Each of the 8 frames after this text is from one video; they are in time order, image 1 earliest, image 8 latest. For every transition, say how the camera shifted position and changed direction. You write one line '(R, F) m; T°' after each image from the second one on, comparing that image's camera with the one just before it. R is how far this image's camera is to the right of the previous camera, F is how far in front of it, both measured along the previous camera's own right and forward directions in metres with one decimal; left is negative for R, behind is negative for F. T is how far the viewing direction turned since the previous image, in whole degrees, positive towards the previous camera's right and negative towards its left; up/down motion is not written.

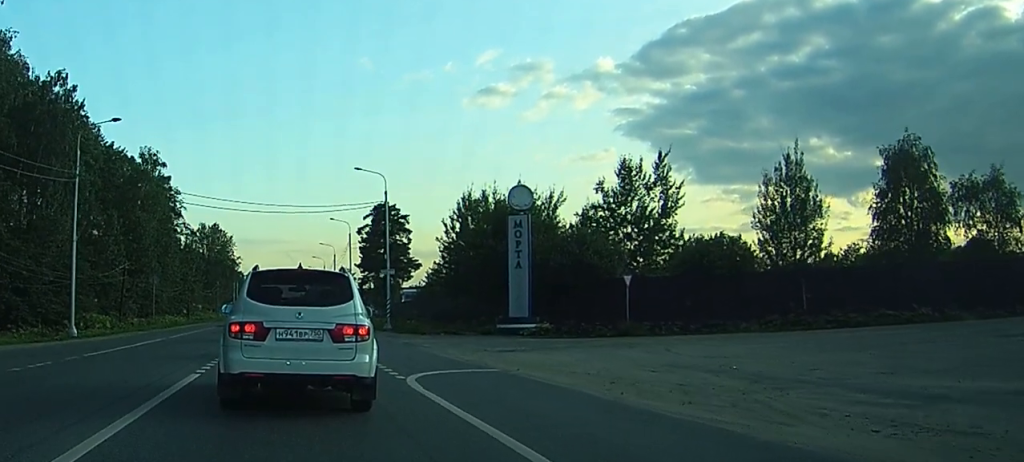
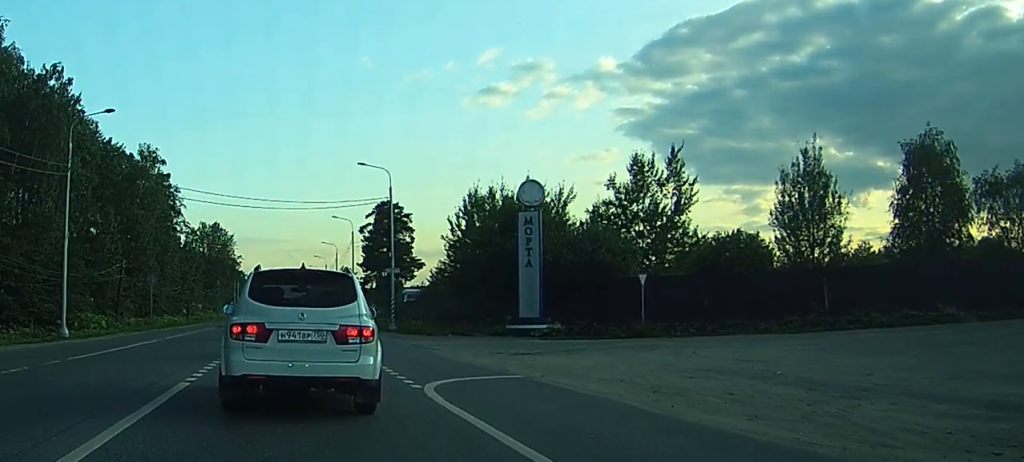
(-0.1, +2.2) m; -1°
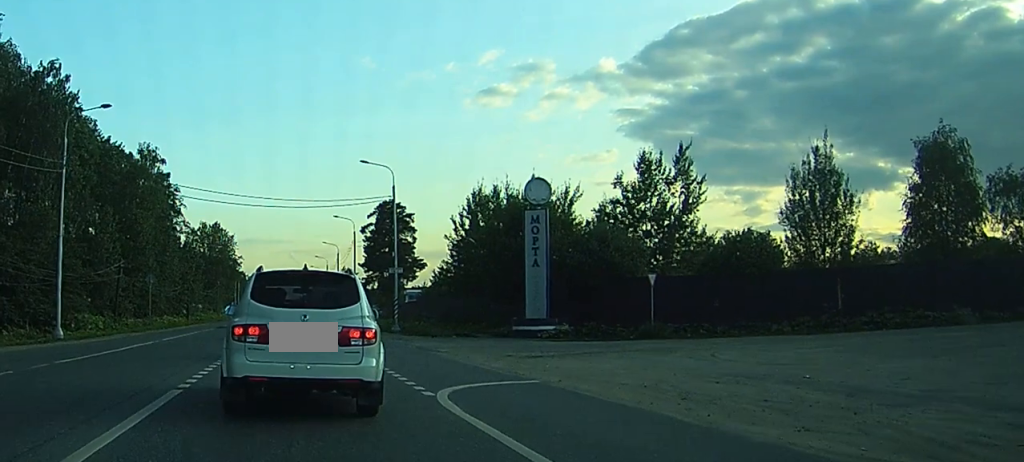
(-0.1, +1.3) m; 0°
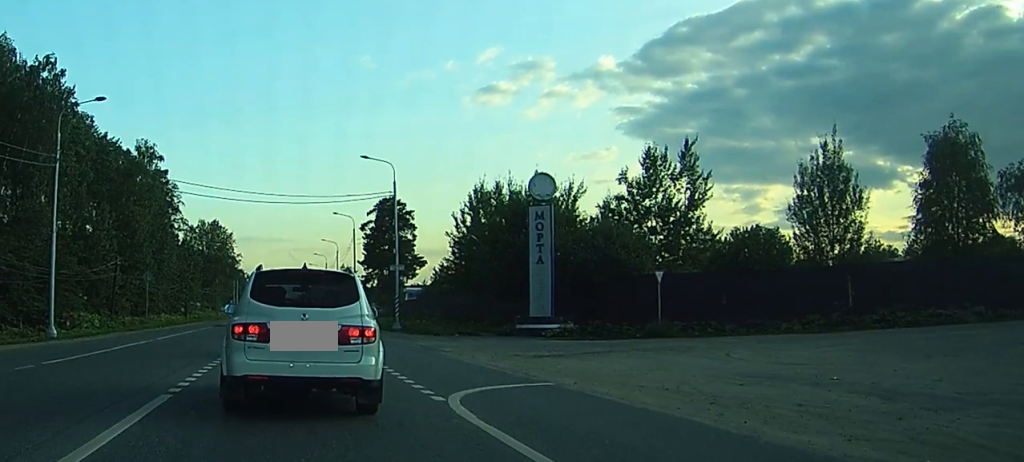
(0.0, +1.2) m; 0°
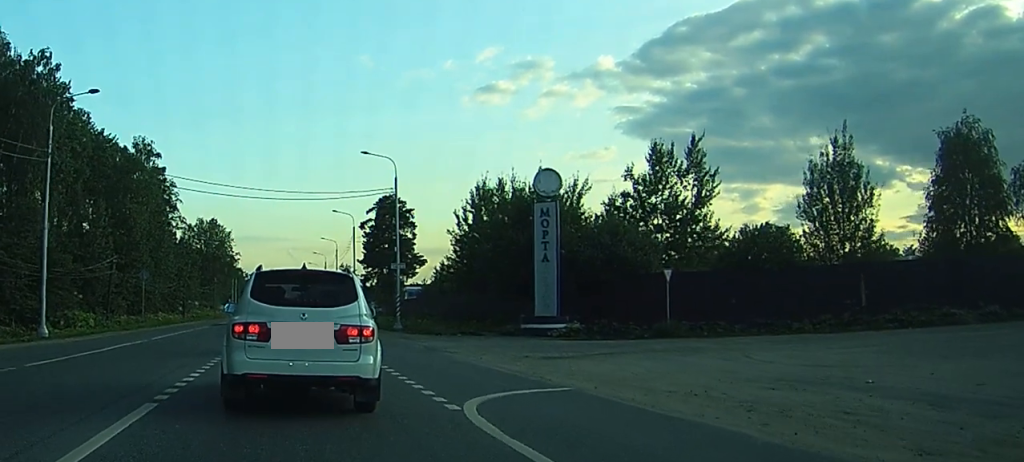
(+0.1, +1.4) m; 0°
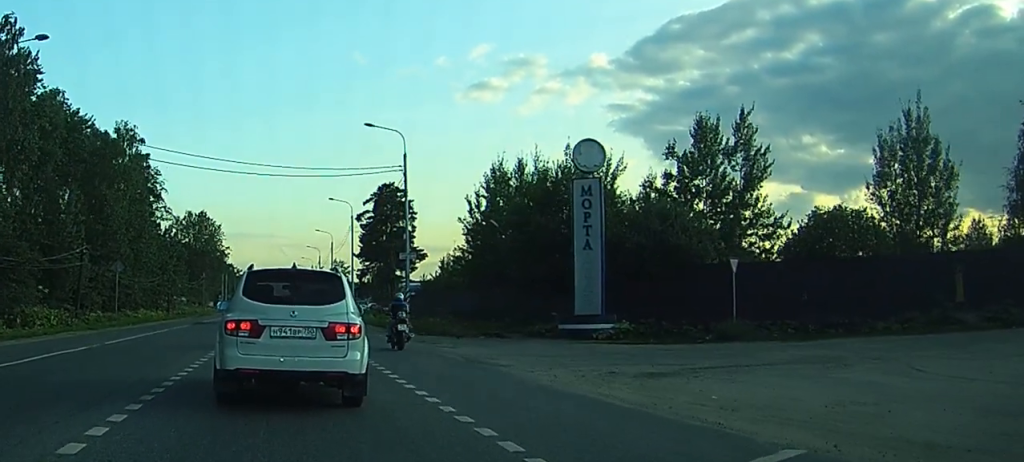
(-0.2, +7.7) m; +1°
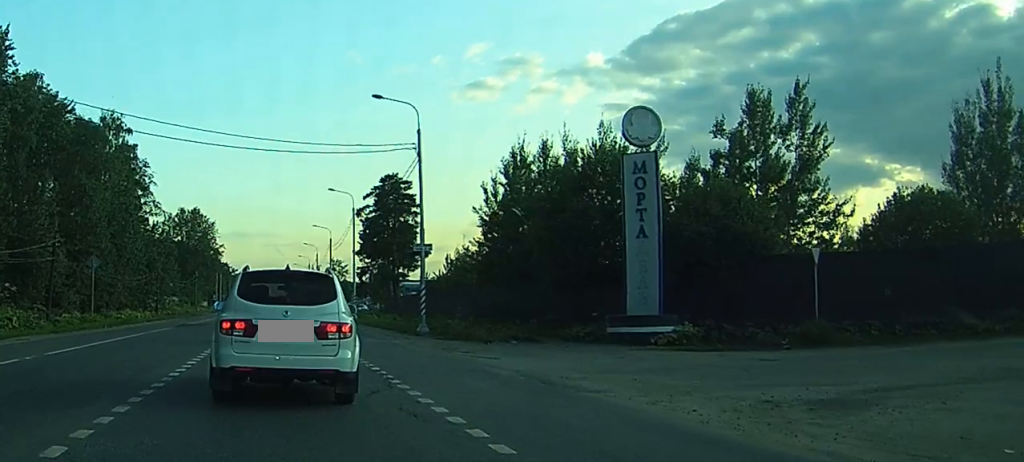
(+0.2, +6.3) m; +4°
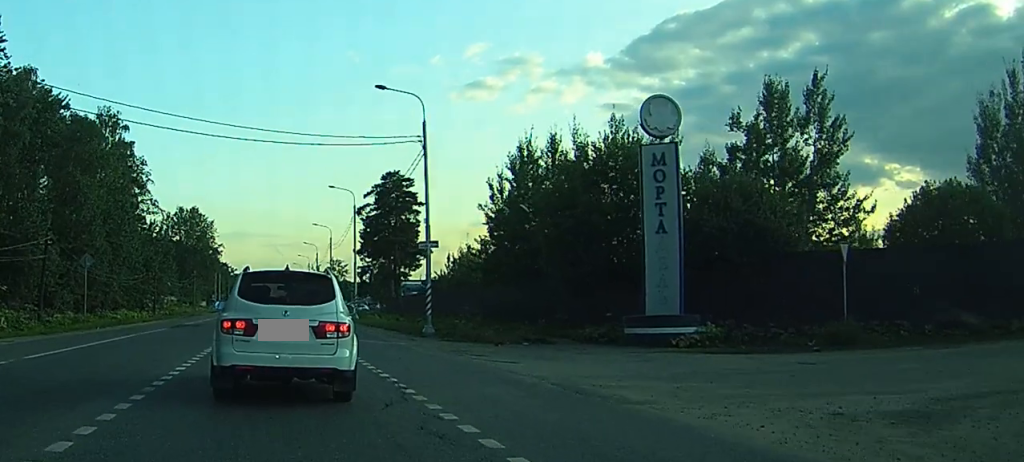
(0.0, +1.8) m; +1°
